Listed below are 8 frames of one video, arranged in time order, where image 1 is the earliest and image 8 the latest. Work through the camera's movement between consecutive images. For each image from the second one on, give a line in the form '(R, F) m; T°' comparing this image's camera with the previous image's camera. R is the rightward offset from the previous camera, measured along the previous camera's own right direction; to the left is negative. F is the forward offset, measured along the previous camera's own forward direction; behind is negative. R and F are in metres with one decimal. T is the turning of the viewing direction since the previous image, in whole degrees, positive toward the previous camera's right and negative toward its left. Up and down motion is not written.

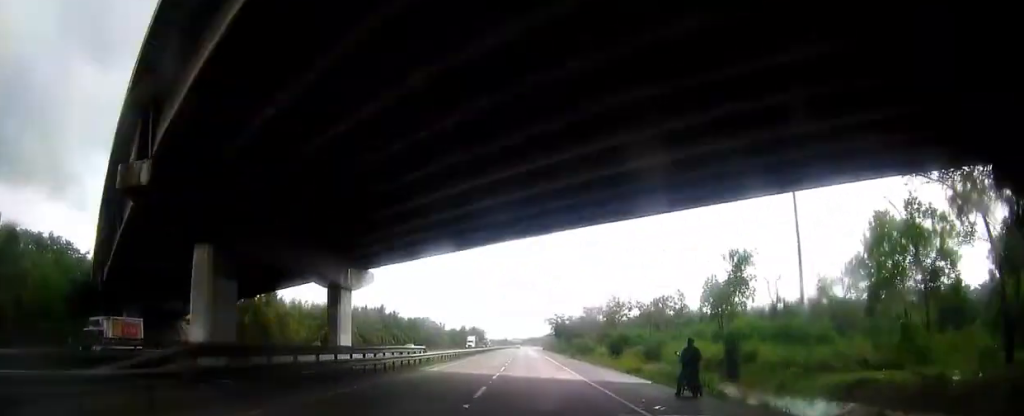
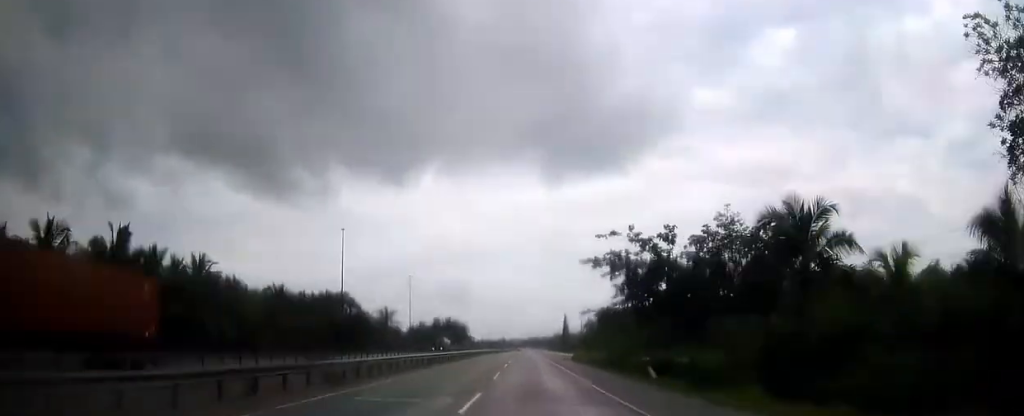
(-0.2, +103.8) m; 0°
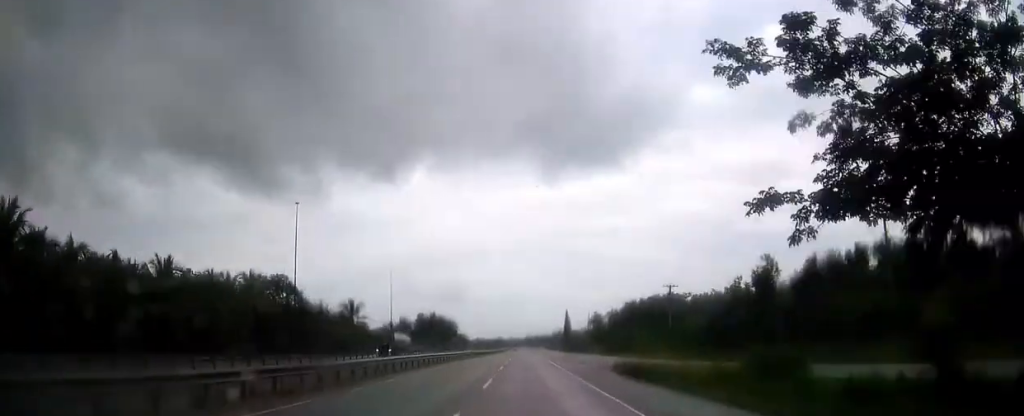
(+0.1, +31.6) m; 0°
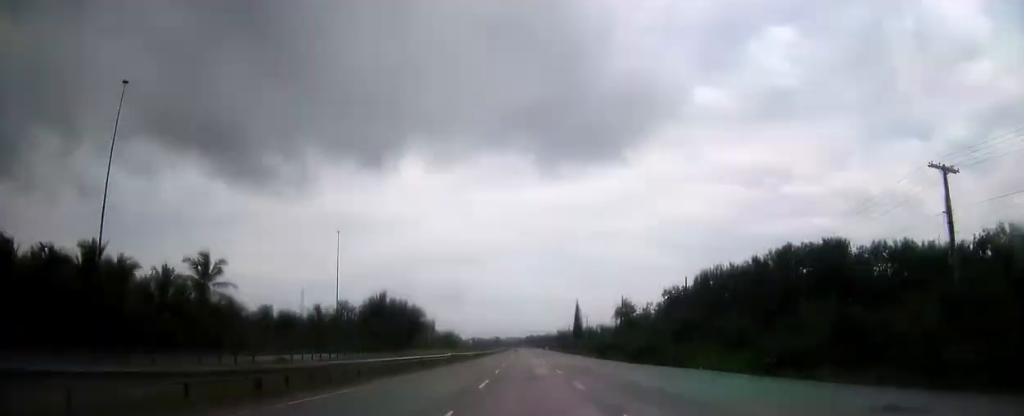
(+0.3, +63.8) m; 0°
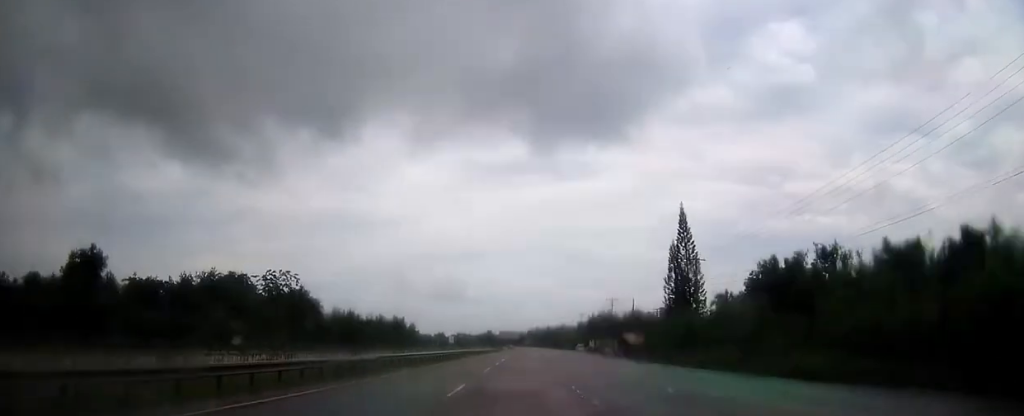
(-0.7, +174.3) m; -1°
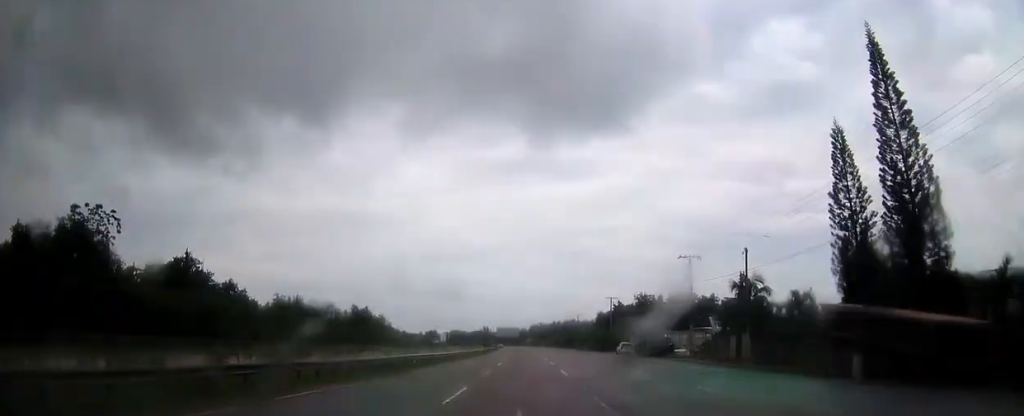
(-0.1, +53.7) m; 0°
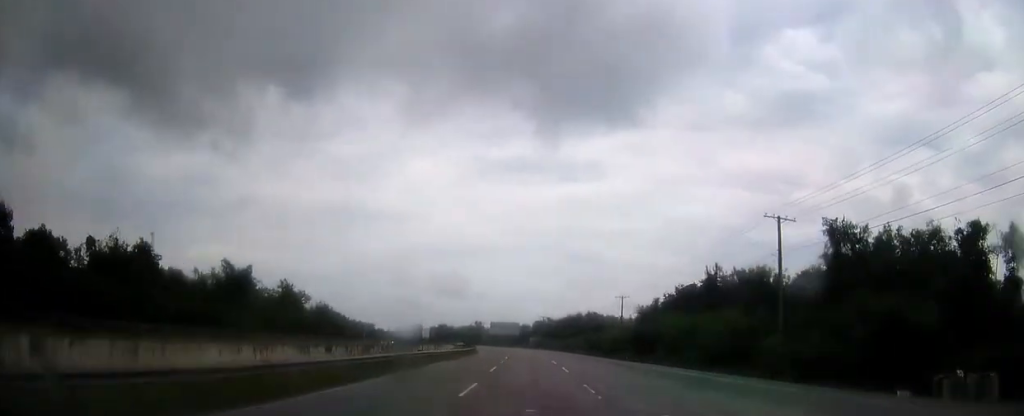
(-0.2, +74.8) m; -1°
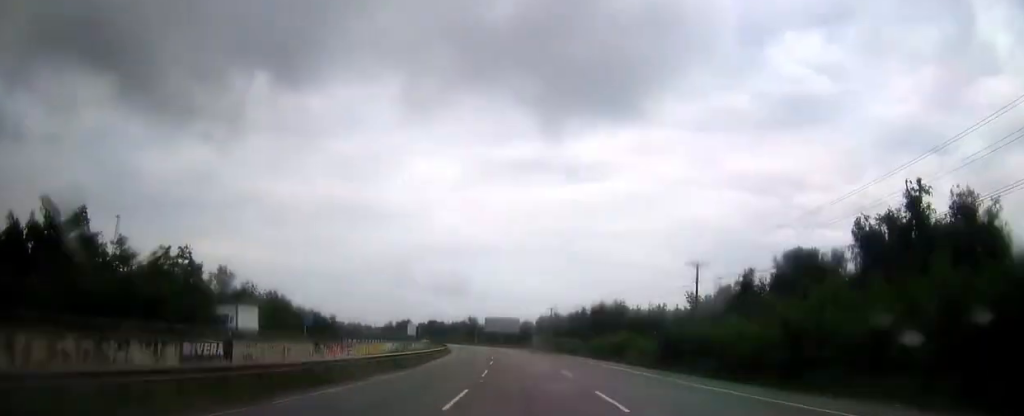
(+0.2, +42.0) m; -1°
